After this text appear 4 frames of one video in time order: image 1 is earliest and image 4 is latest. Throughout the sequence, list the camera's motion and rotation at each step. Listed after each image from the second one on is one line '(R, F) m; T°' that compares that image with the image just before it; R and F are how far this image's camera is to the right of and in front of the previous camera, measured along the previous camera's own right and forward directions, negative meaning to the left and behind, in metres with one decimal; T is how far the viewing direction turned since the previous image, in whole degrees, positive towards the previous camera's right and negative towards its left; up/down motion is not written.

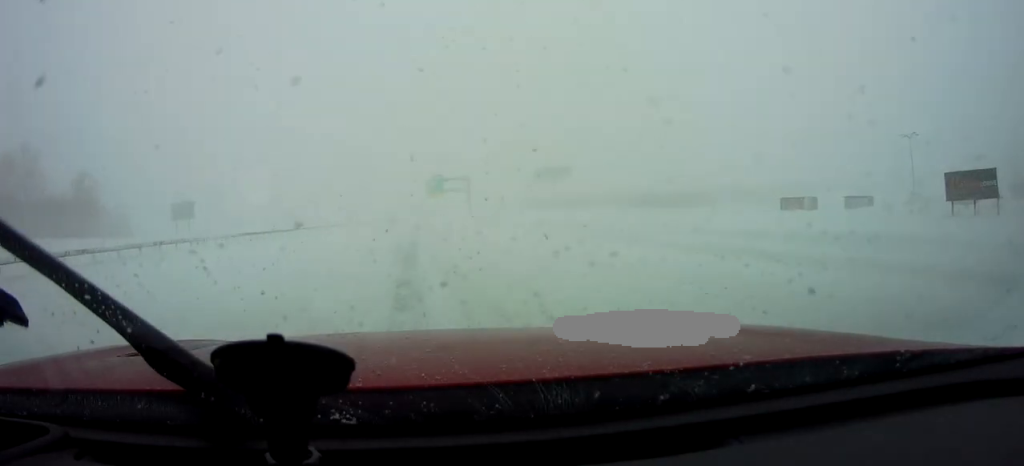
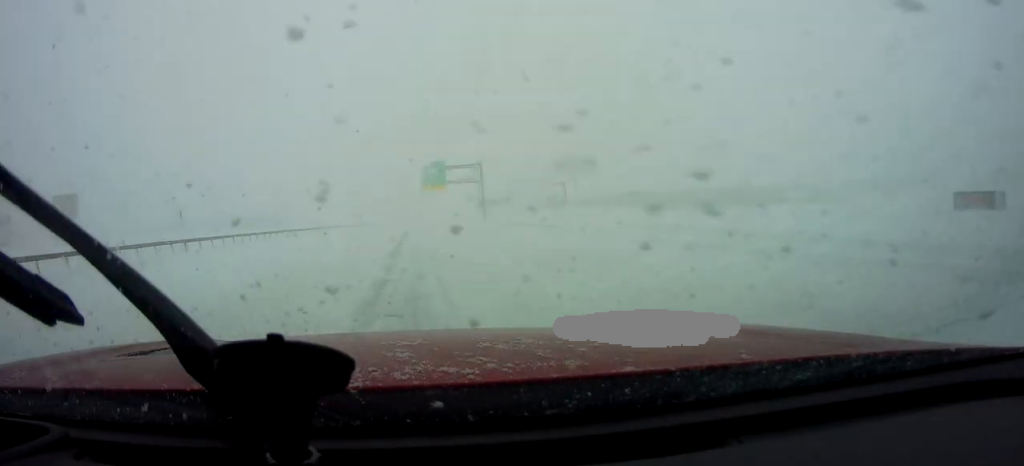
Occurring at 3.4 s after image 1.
(+0.4, +35.1) m; 0°
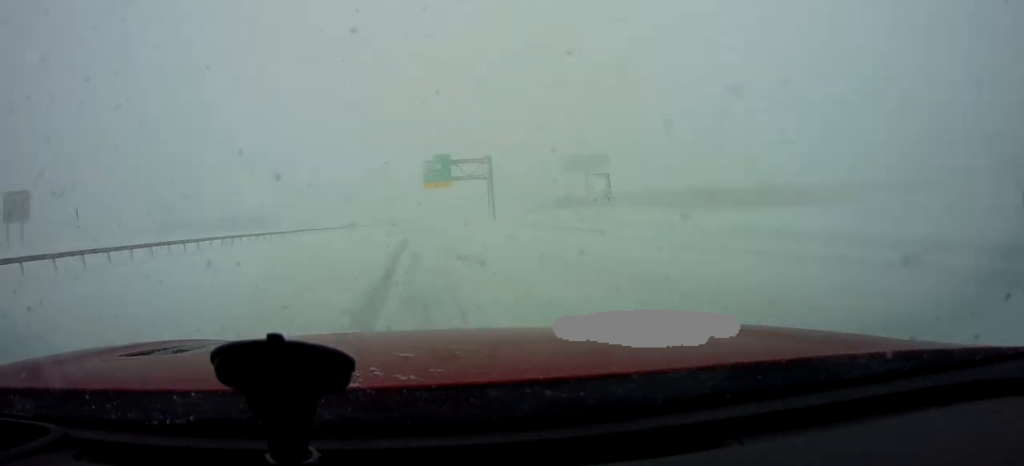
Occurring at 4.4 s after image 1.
(+0.2, +10.3) m; 0°
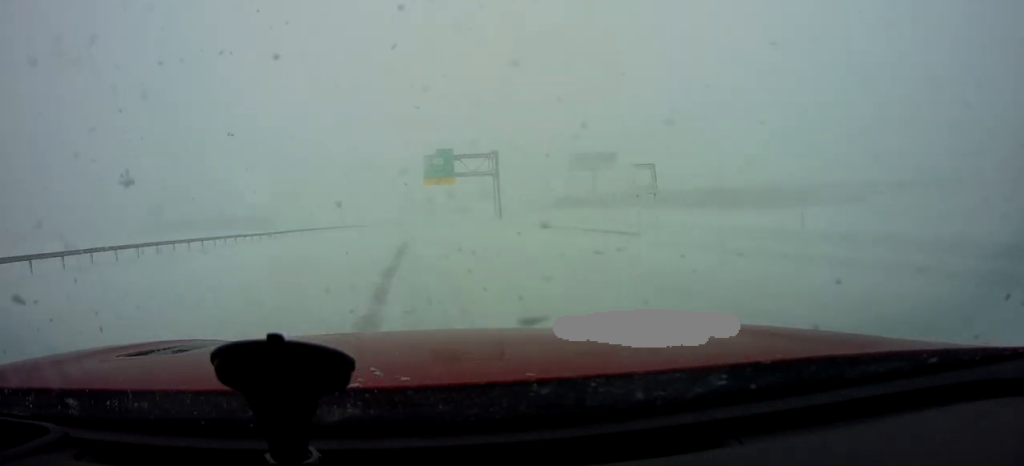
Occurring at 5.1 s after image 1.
(-0.2, +7.1) m; -1°
